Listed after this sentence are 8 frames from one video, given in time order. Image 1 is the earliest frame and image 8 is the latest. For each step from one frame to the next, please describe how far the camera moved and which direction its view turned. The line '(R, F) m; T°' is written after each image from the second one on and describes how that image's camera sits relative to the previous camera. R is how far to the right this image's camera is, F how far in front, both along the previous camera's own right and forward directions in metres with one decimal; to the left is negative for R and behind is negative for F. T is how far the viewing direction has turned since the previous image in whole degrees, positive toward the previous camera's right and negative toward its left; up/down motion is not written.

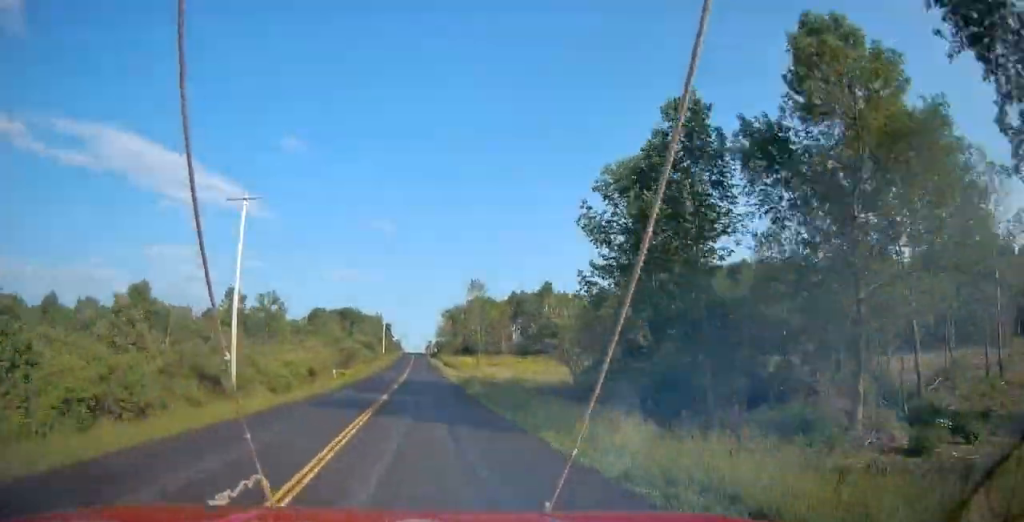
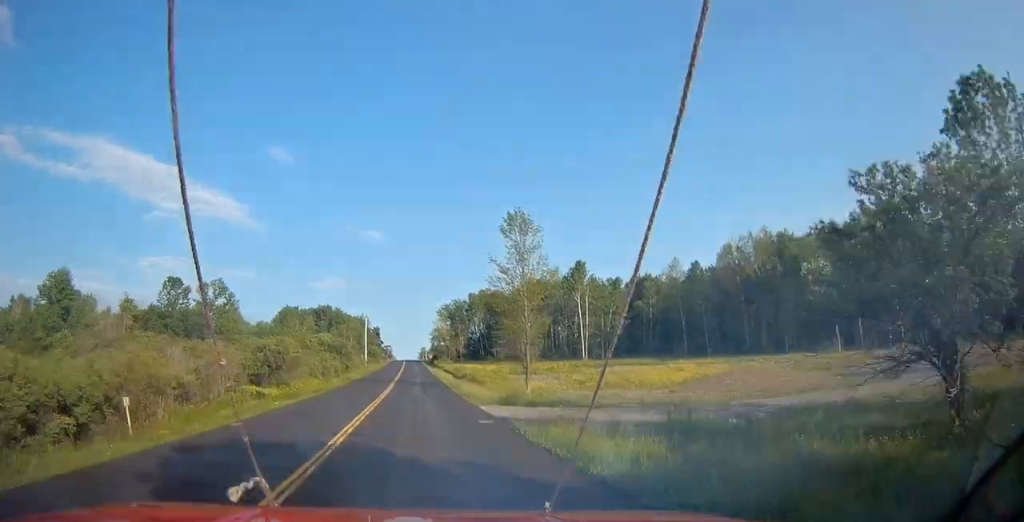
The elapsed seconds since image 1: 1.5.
(0.0, +39.2) m; 0°
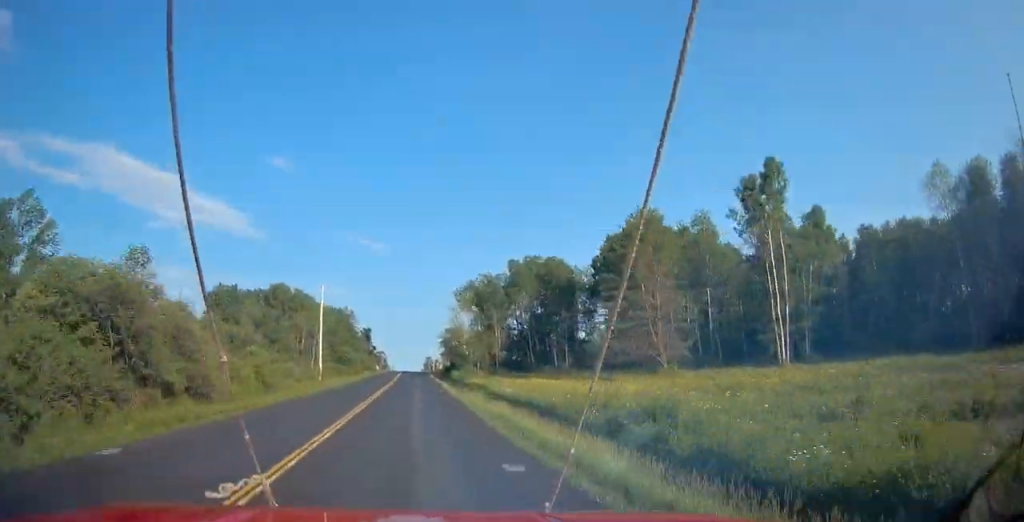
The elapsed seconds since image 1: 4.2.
(+0.7, +69.5) m; 0°
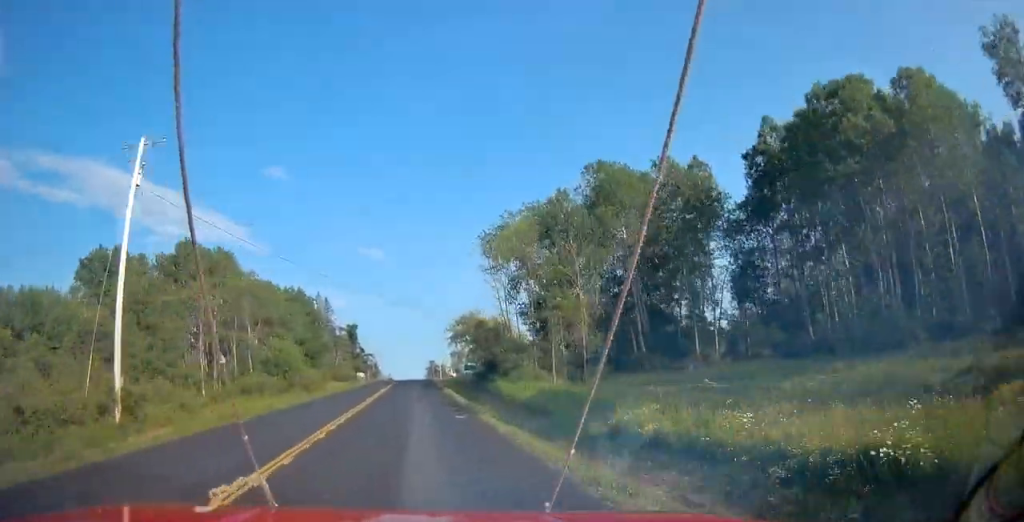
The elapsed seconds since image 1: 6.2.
(0.0, +50.5) m; -1°
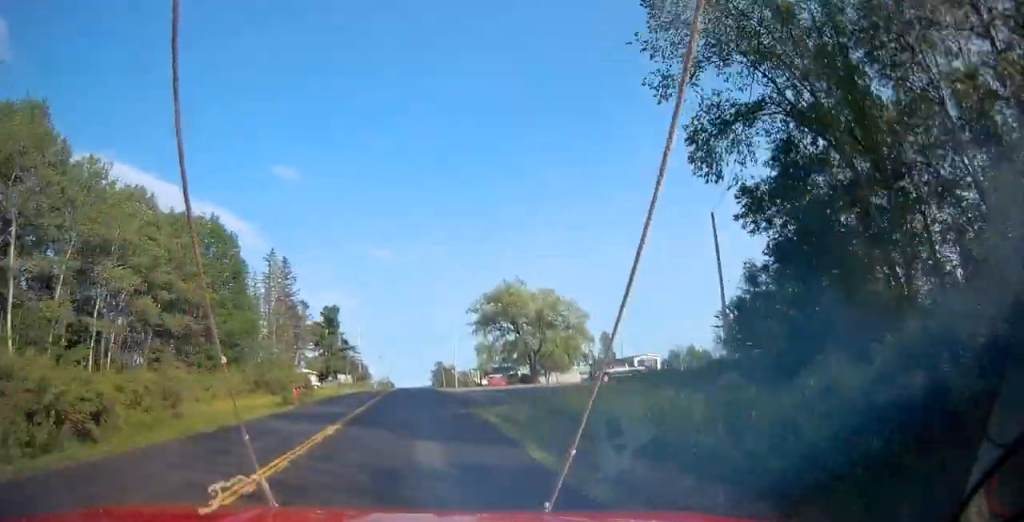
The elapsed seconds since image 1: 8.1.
(-0.3, +47.7) m; 0°
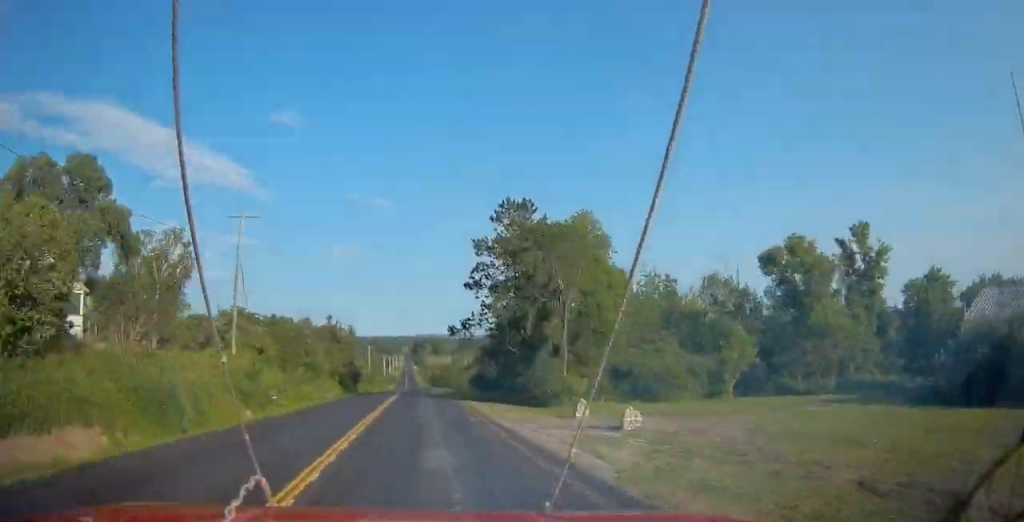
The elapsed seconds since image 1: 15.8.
(+0.1, +195.2) m; 0°
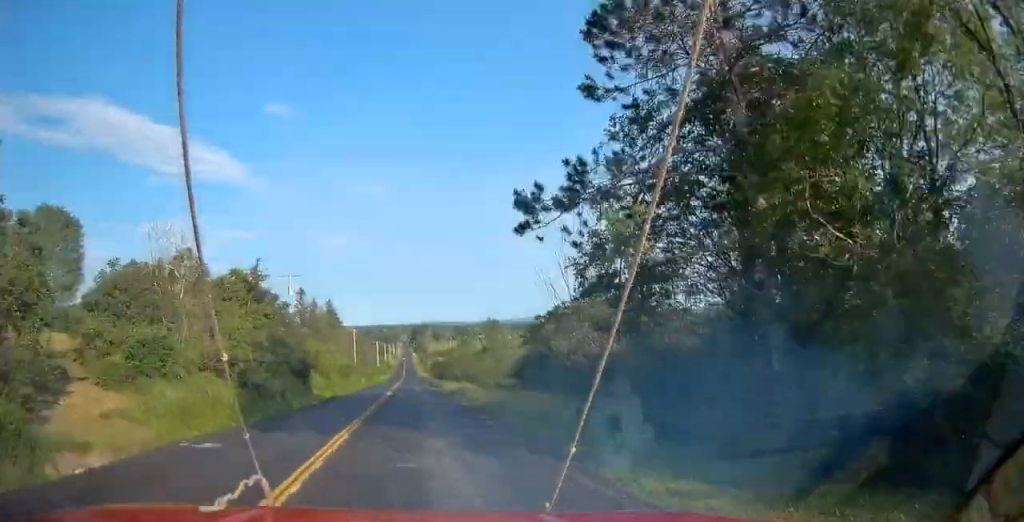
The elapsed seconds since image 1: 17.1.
(+0.1, +34.7) m; 0°
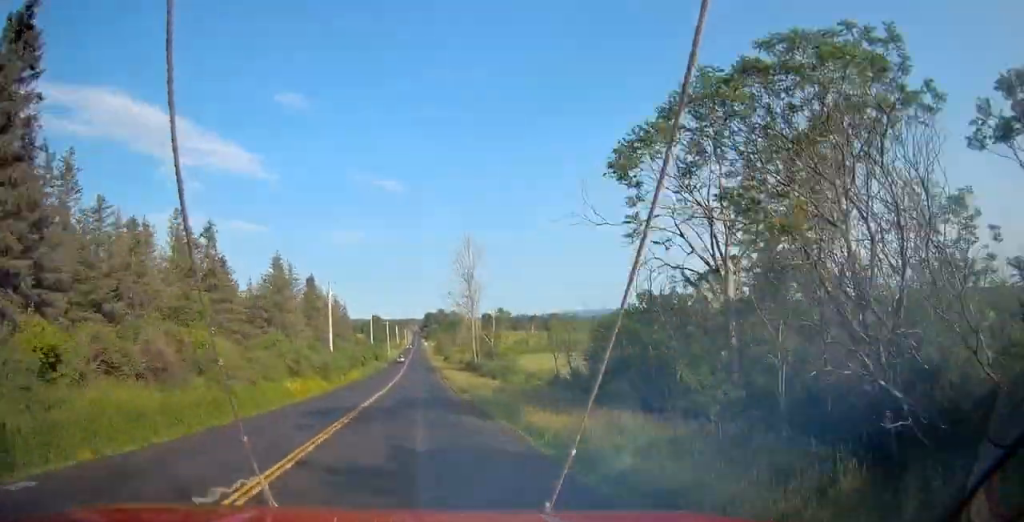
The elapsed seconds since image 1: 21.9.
(-0.8, +132.7) m; -7°
